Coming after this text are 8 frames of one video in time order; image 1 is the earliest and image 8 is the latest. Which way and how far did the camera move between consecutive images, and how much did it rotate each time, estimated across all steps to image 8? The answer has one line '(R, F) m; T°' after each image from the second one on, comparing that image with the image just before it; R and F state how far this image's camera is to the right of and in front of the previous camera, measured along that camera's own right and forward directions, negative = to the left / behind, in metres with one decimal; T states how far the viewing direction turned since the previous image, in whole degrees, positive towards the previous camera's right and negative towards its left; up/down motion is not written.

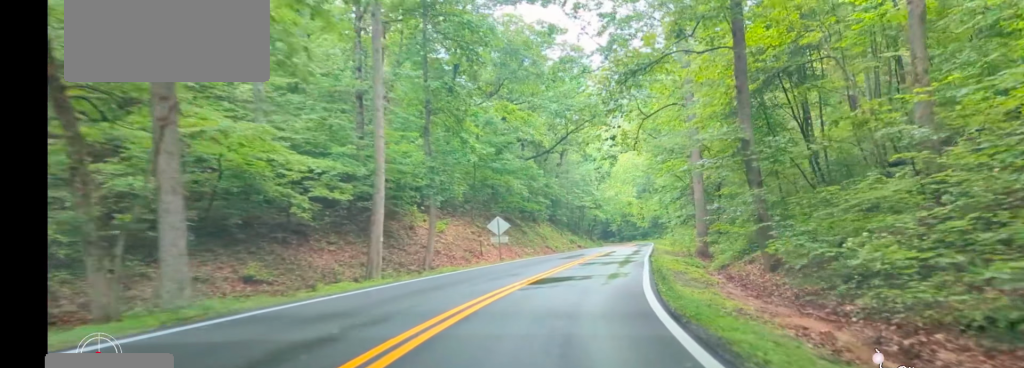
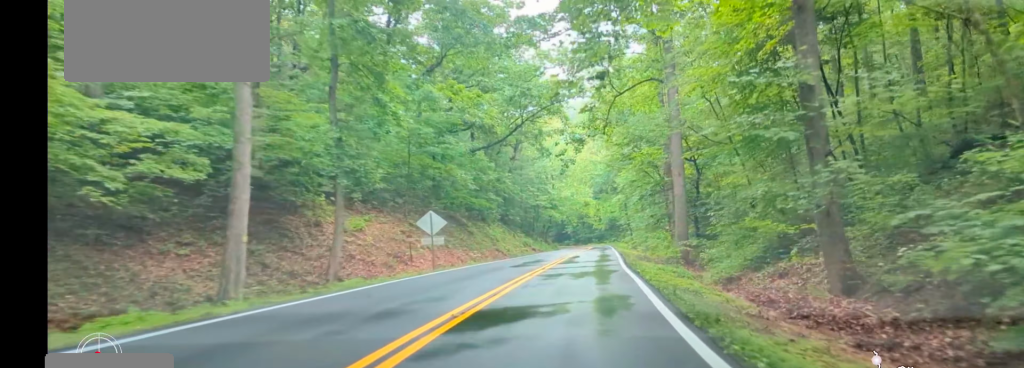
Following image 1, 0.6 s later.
(+0.1, +8.4) m; +3°
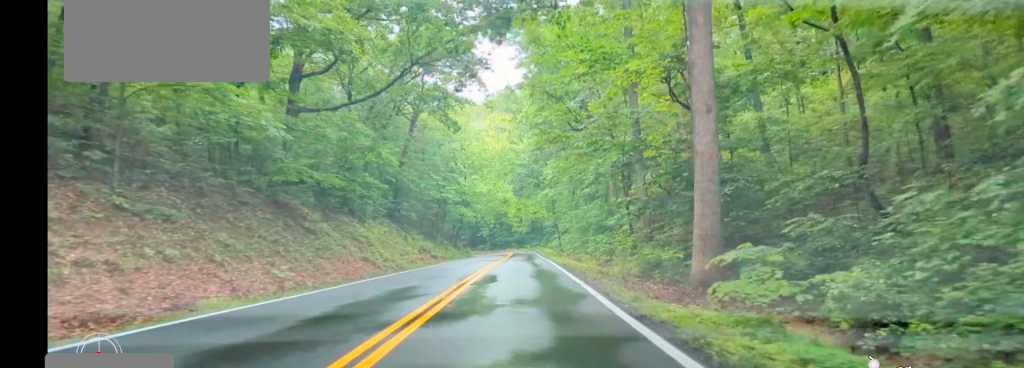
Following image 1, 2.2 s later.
(+1.2, +20.4) m; +5°
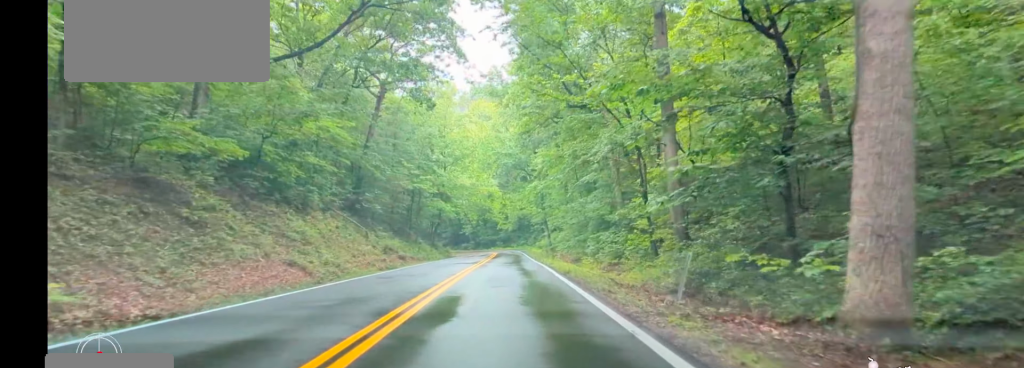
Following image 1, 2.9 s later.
(+0.2, +10.3) m; +2°
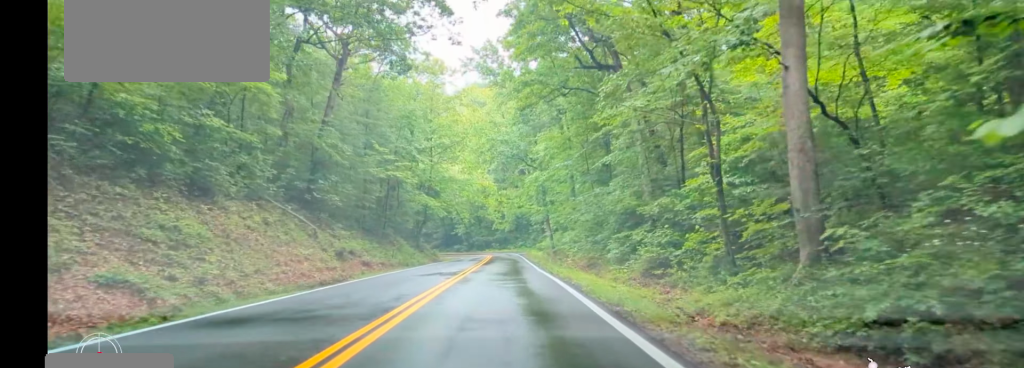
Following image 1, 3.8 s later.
(+0.2, +11.3) m; +2°
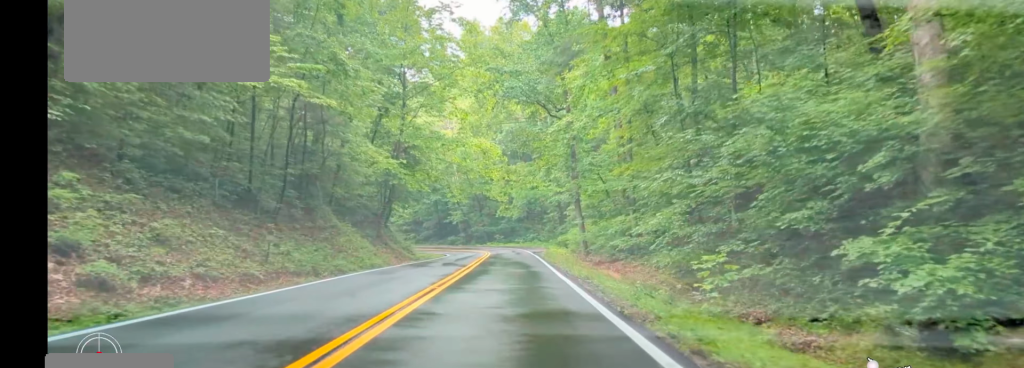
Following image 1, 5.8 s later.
(-0.3, +27.1) m; -2°
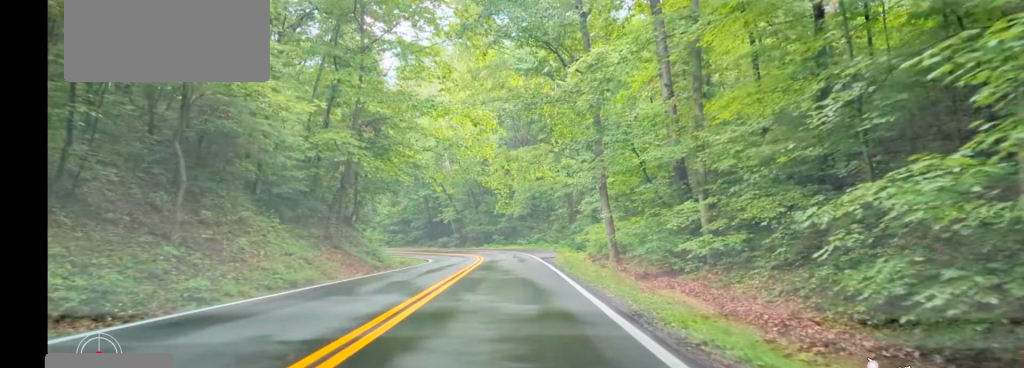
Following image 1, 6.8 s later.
(-0.1, +14.2) m; 0°
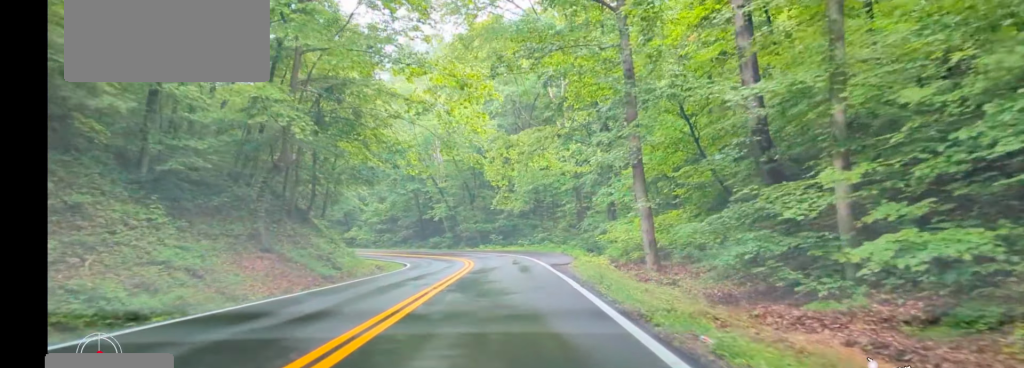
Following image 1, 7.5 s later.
(-0.2, +9.2) m; +1°
